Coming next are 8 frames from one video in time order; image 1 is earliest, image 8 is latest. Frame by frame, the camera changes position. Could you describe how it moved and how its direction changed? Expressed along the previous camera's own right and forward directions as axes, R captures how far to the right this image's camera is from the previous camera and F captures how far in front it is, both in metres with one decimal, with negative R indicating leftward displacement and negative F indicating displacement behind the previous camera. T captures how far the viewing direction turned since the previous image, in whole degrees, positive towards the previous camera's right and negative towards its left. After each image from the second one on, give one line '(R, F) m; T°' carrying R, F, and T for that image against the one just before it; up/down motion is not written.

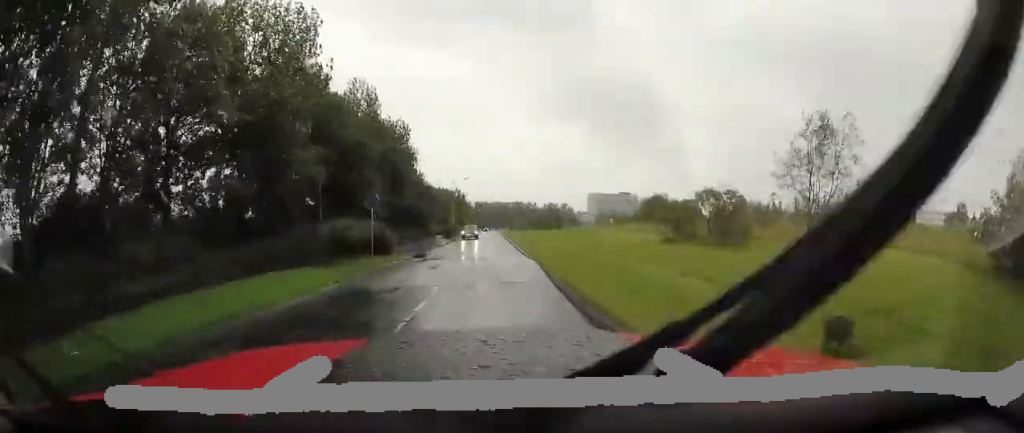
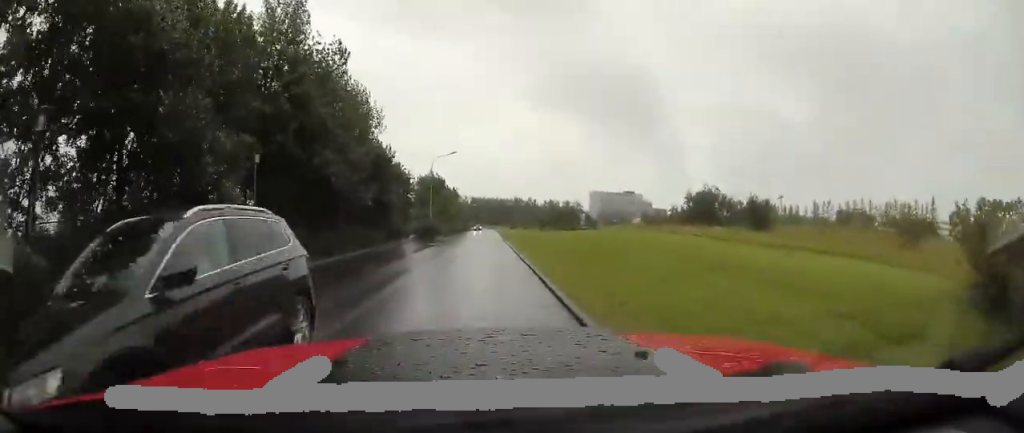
(-1.1, +19.1) m; -3°
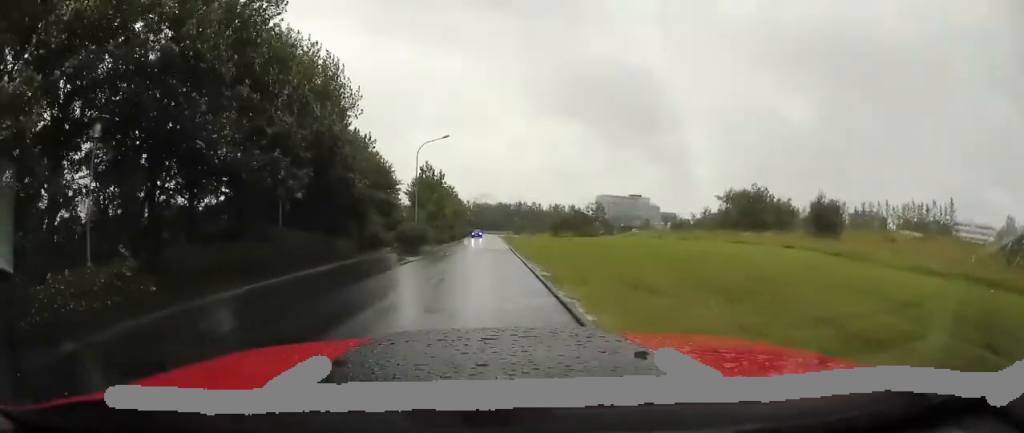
(+0.4, +8.3) m; +5°
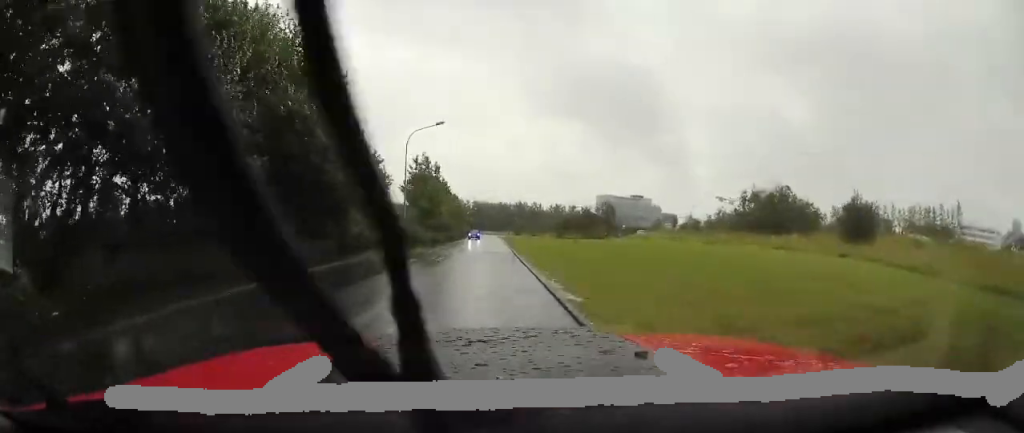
(+0.1, +3.8) m; 0°
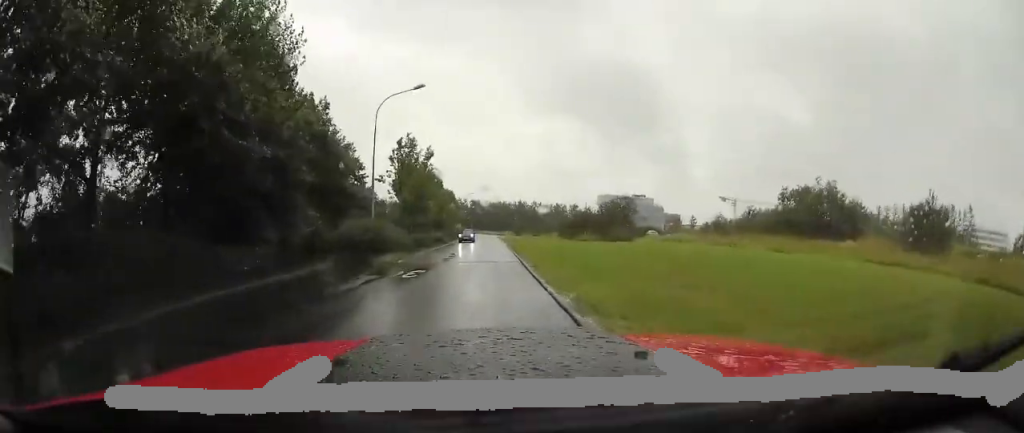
(0.0, +6.6) m; -2°
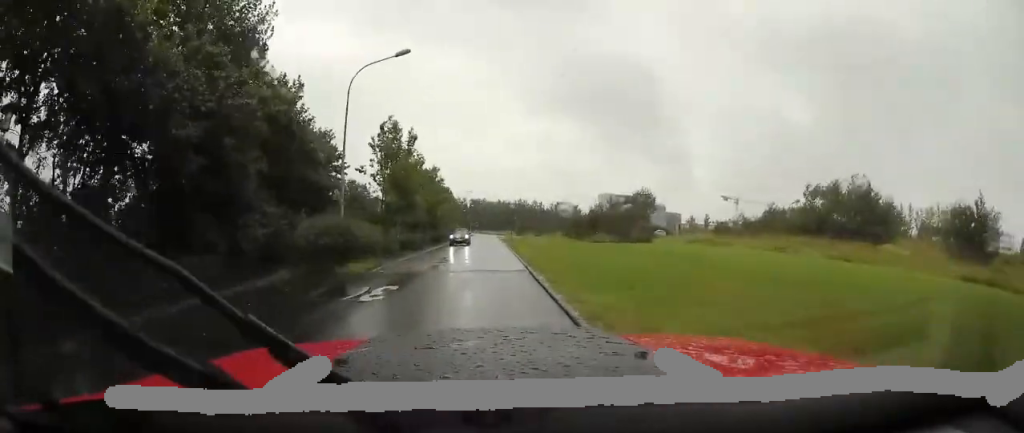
(-0.2, +3.8) m; -2°
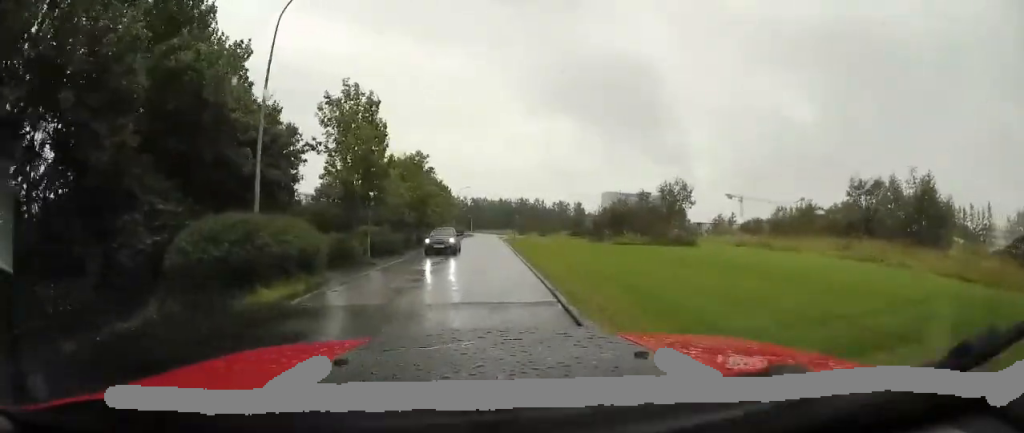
(0.0, +5.8) m; 0°
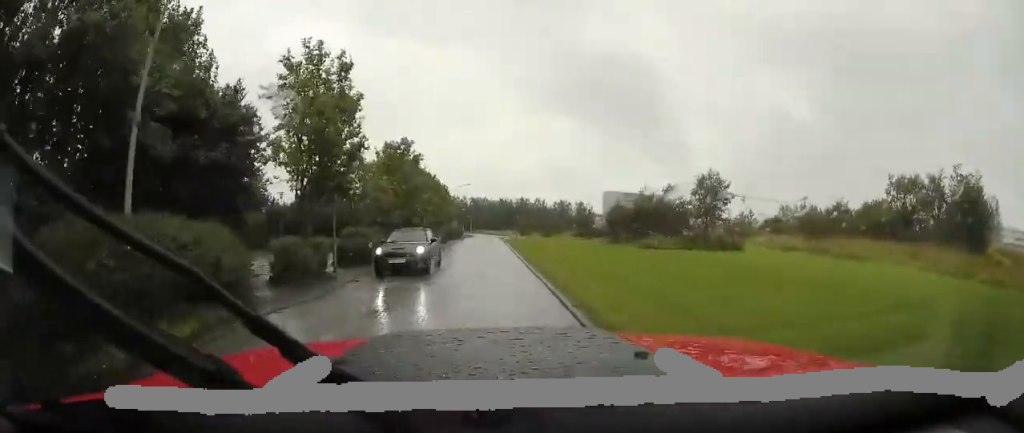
(0.0, +4.0) m; 0°
